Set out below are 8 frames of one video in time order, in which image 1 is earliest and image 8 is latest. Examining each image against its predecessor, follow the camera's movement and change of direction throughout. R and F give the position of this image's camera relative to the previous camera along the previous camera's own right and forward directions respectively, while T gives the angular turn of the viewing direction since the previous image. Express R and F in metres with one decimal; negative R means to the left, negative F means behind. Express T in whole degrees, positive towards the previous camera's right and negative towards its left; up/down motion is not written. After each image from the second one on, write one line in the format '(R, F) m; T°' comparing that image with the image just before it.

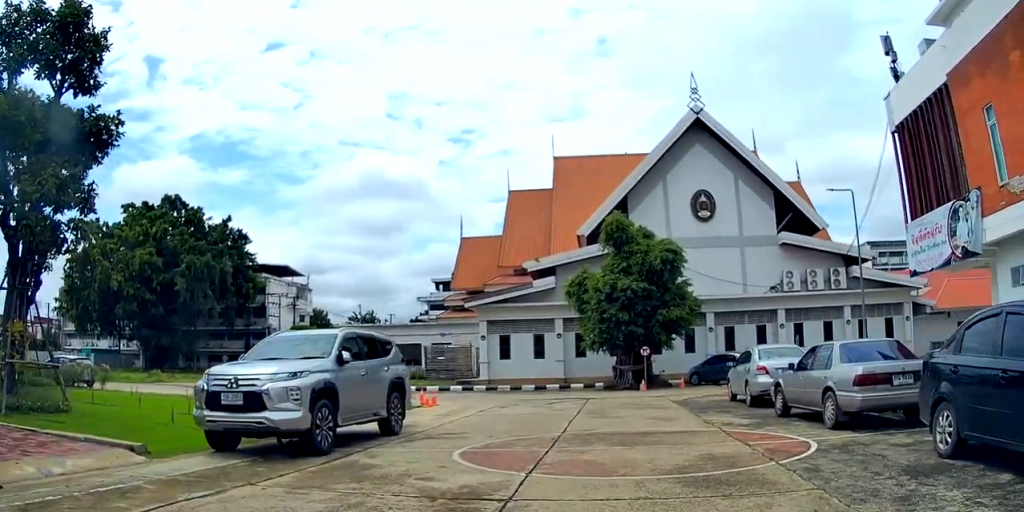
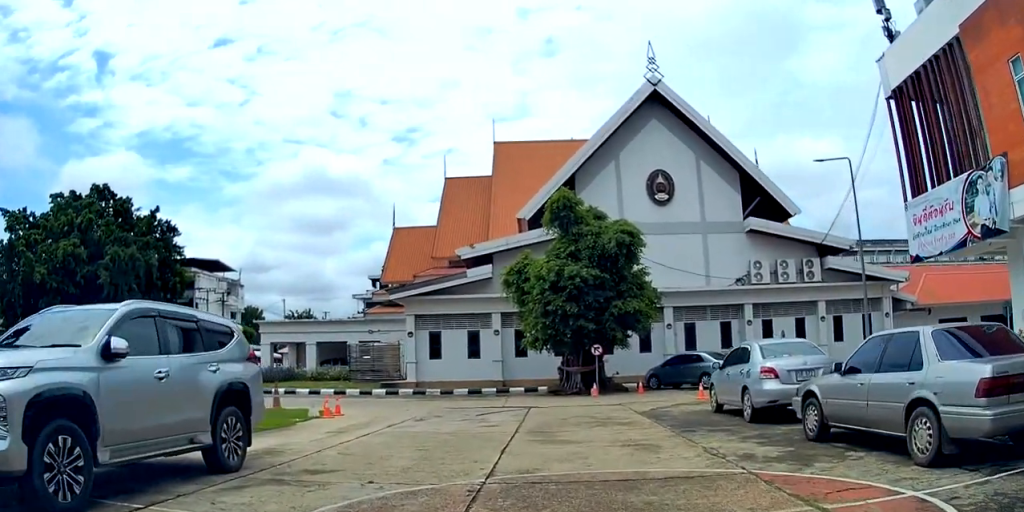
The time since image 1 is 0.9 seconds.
(-0.6, +3.3) m; +2°
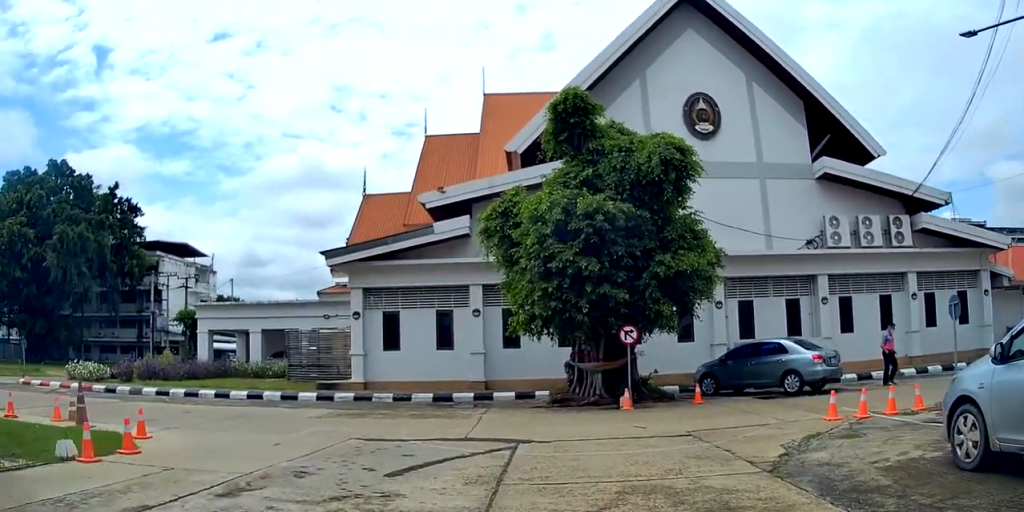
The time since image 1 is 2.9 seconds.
(+1.6, +7.5) m; +12°
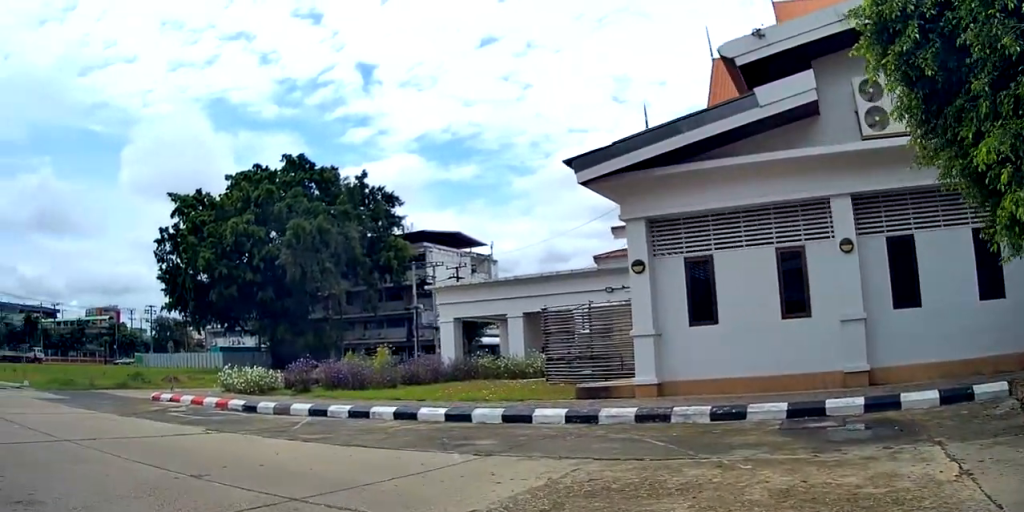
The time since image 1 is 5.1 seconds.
(-2.2, +8.3) m; -28°
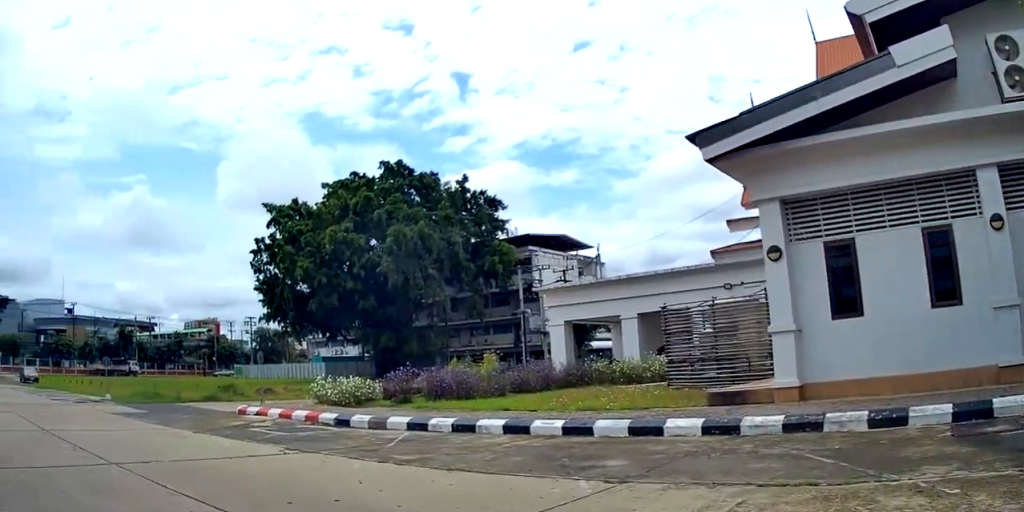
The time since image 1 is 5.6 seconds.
(0.0, +1.6) m; -2°
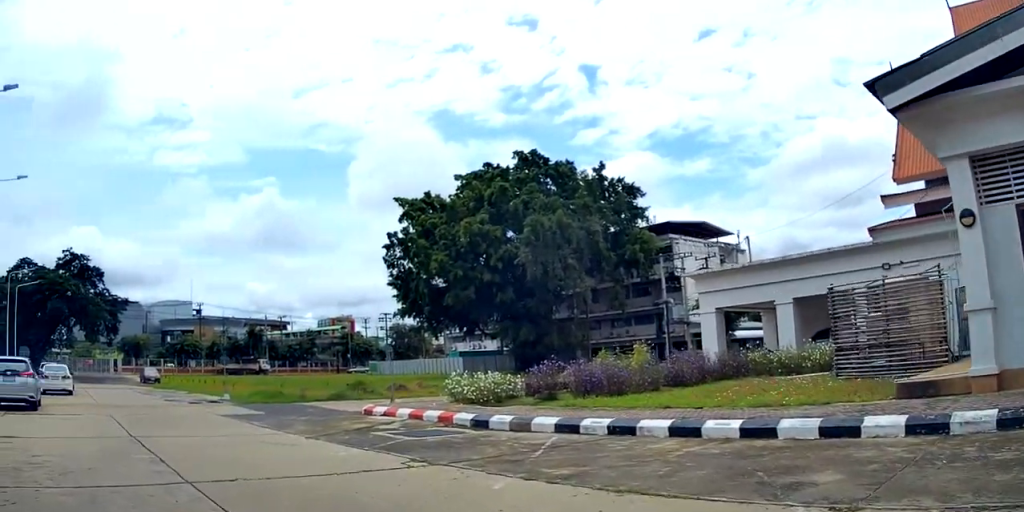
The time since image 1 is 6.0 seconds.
(0.0, +1.7) m; -5°
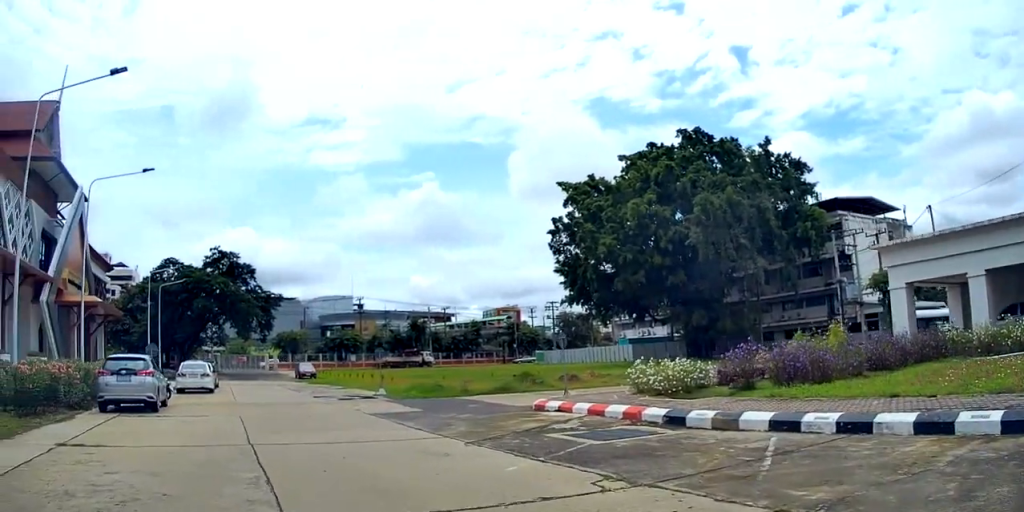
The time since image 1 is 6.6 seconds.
(-0.1, +2.0) m; -14°
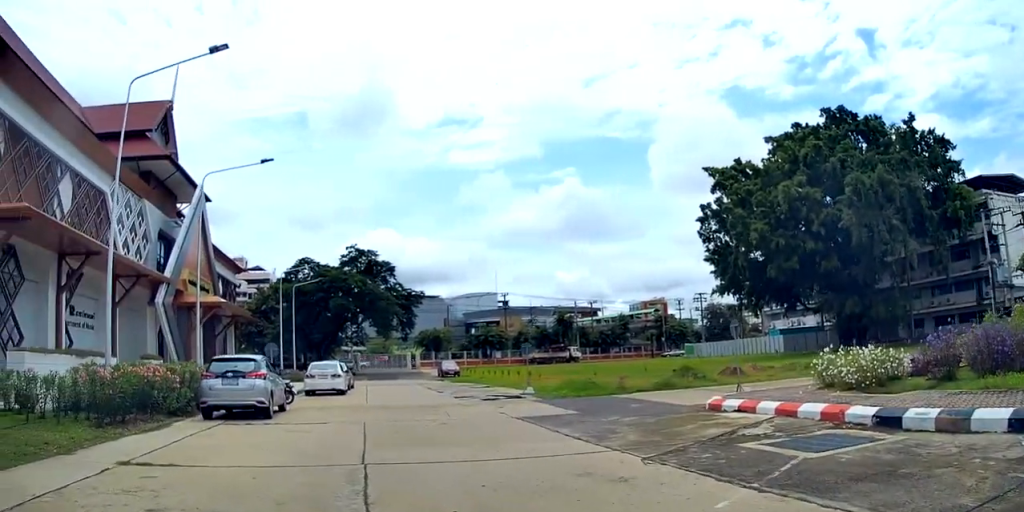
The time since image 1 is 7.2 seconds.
(-0.3, +2.0) m; -11°
